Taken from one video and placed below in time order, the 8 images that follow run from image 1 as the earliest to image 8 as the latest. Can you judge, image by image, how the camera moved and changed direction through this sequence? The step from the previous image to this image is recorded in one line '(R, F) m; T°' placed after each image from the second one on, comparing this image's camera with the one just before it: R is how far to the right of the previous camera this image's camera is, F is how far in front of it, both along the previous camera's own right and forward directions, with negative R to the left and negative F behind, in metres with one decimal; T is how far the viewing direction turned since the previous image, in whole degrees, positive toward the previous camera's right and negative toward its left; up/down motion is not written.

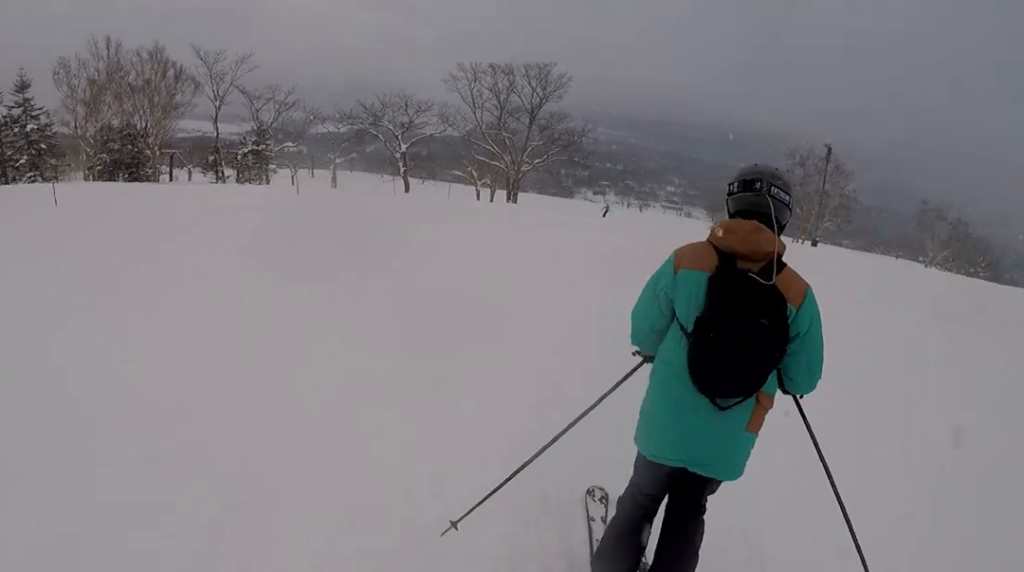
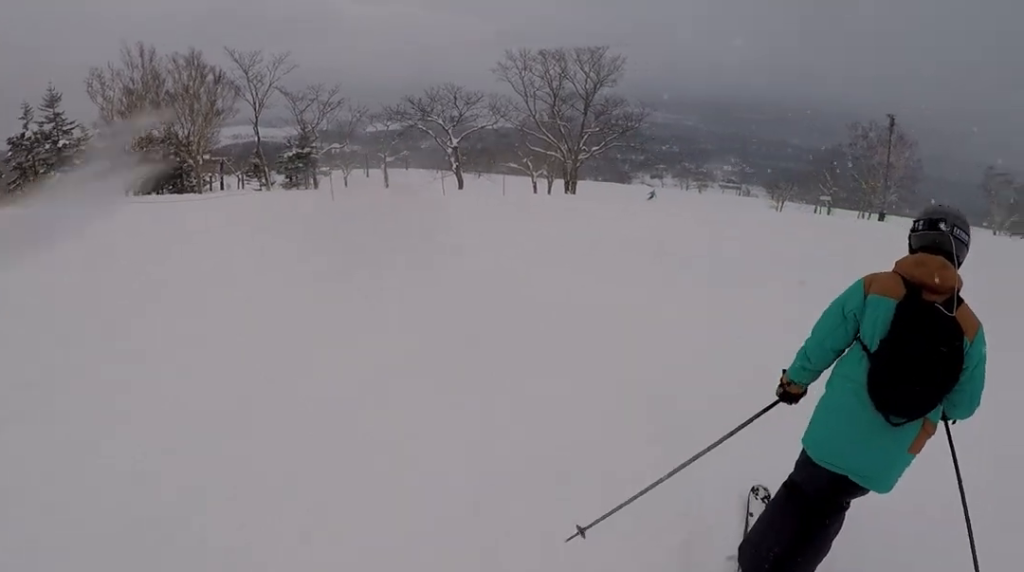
(+0.3, +2.5) m; +4°
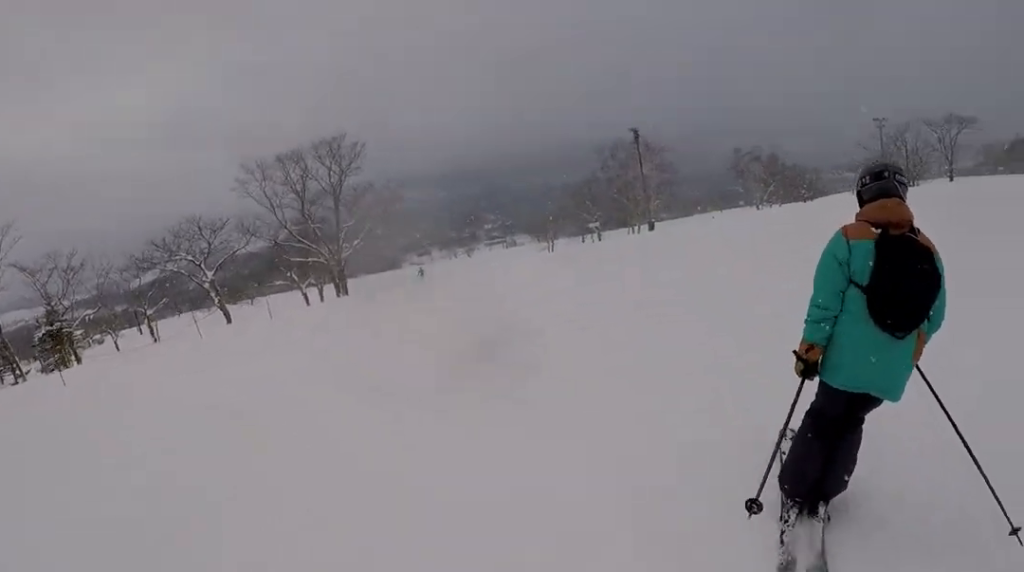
(+0.2, +3.3) m; +5°
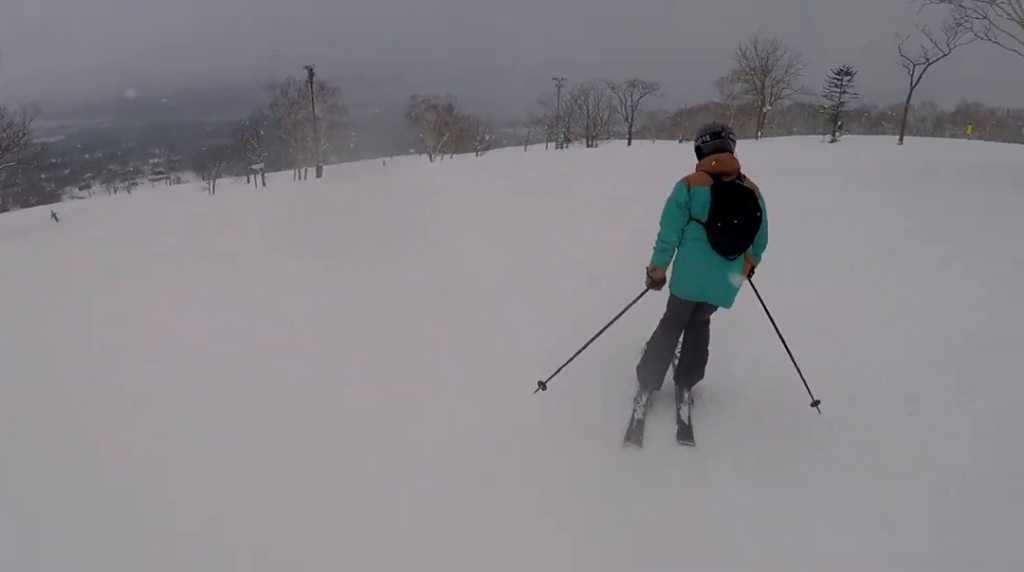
(+0.2, +5.8) m; +2°
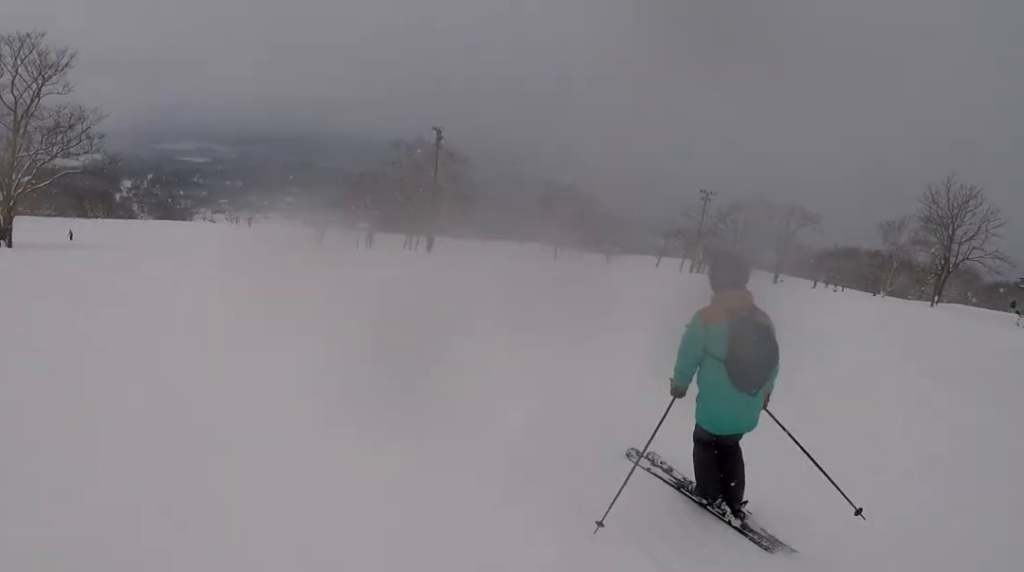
(0.0, +8.1) m; -5°
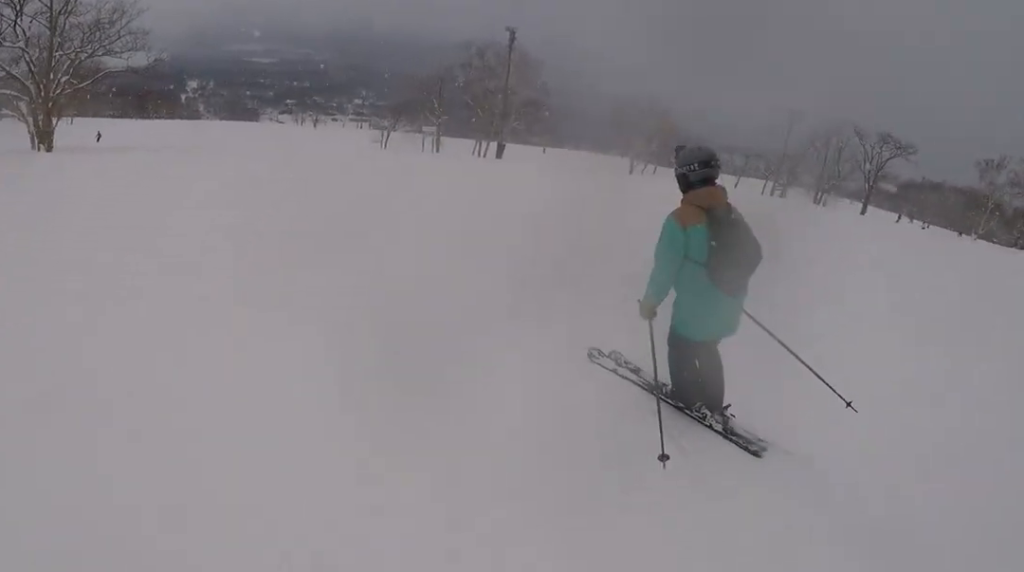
(+0.2, +2.6) m; -4°
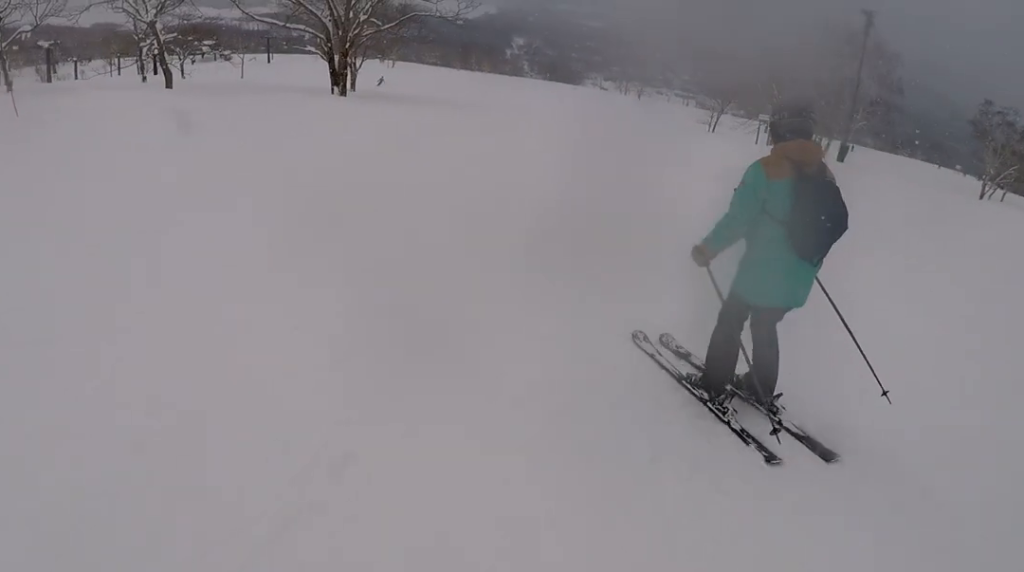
(-0.8, +5.1) m; -9°
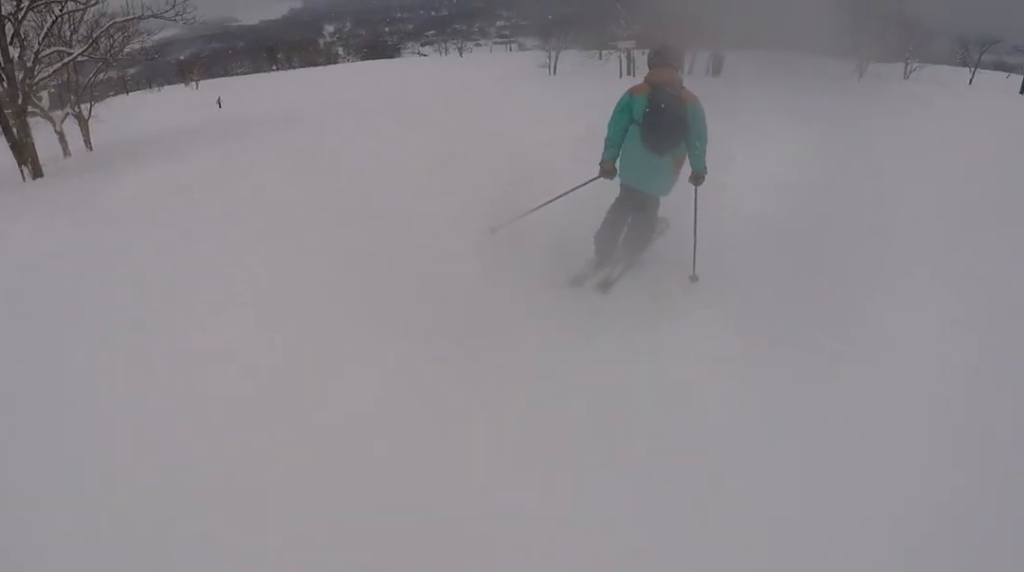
(+1.6, +13.4) m; +7°
